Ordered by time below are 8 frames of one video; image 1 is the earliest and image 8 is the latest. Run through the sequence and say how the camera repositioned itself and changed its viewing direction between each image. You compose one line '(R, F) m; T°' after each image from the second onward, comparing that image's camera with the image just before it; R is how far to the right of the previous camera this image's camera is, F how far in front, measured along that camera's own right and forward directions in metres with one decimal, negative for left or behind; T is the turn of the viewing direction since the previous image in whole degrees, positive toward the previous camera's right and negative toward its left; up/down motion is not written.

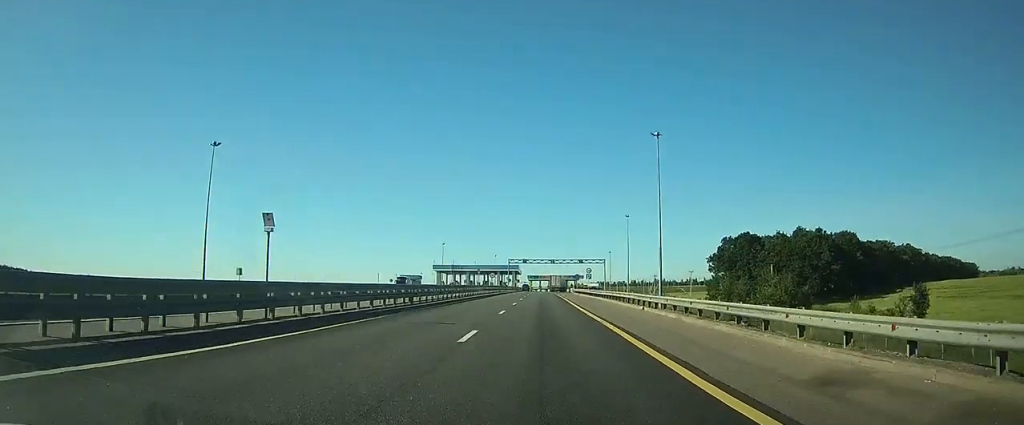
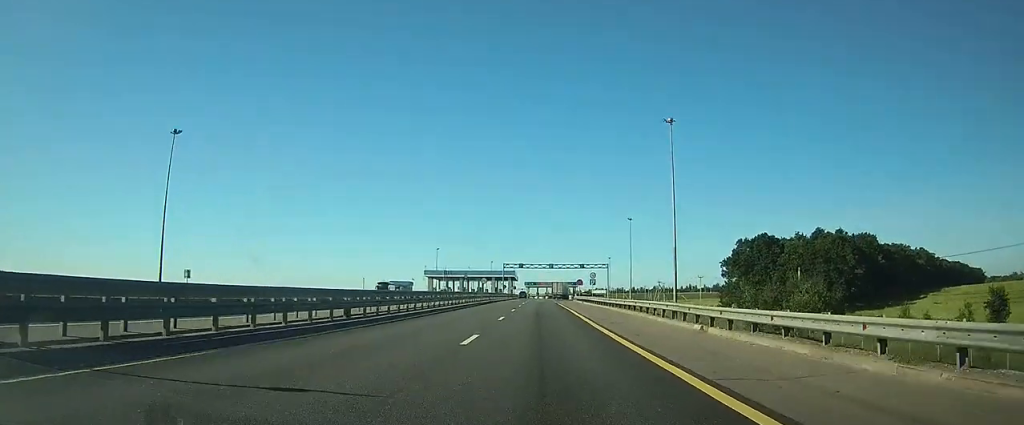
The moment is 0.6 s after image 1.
(0.0, +11.6) m; 0°
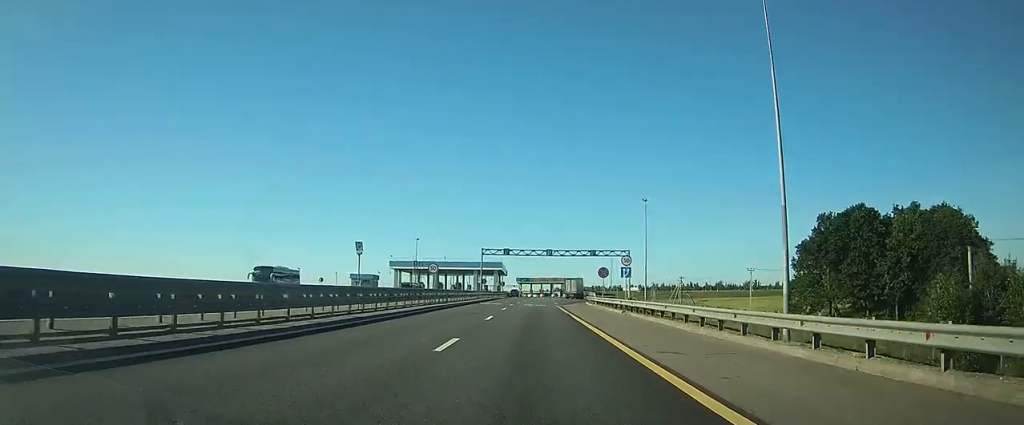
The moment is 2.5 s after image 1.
(+0.1, +38.6) m; 0°
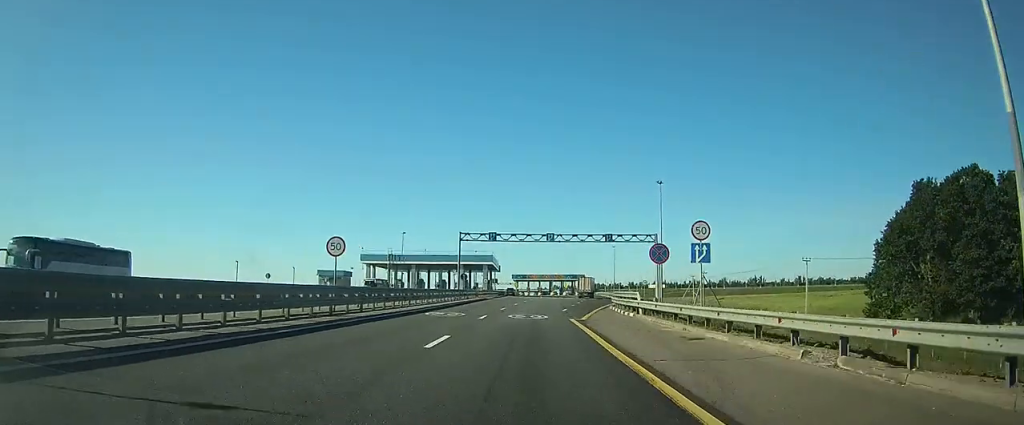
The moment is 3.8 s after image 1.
(0.0, +23.8) m; 0°
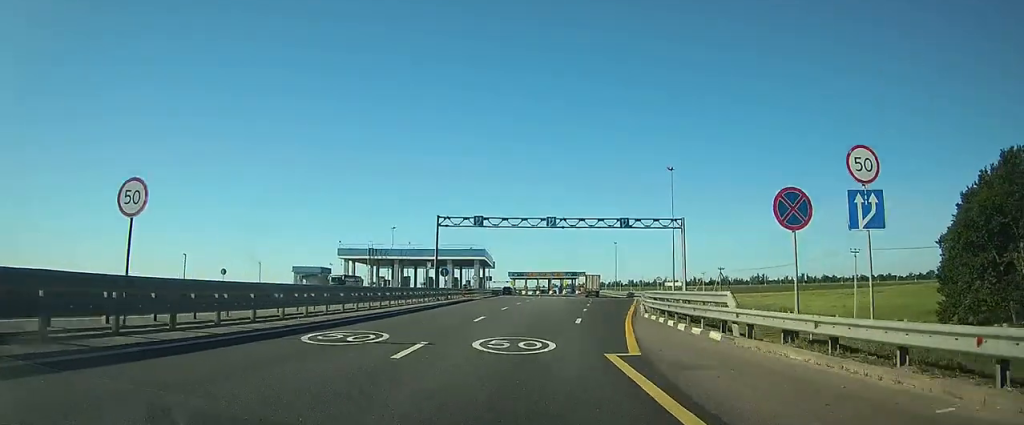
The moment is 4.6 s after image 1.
(0.0, +14.0) m; +1°
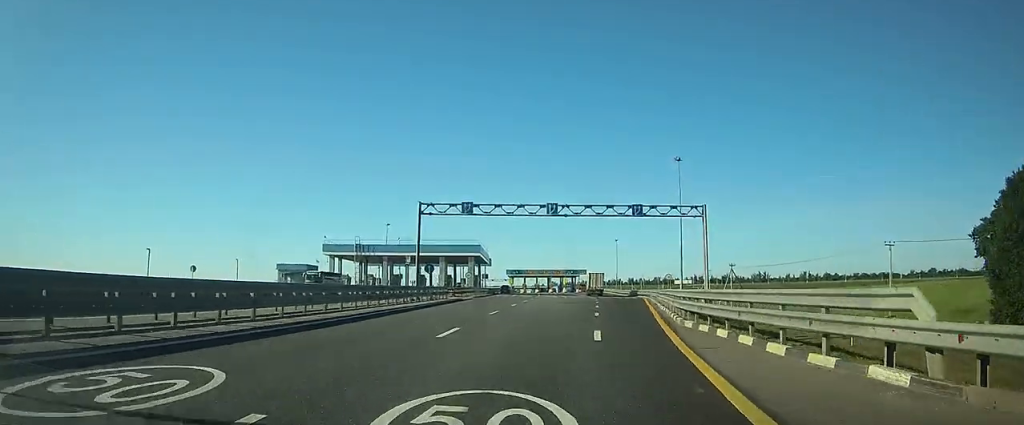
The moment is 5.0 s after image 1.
(0.0, +7.8) m; 0°
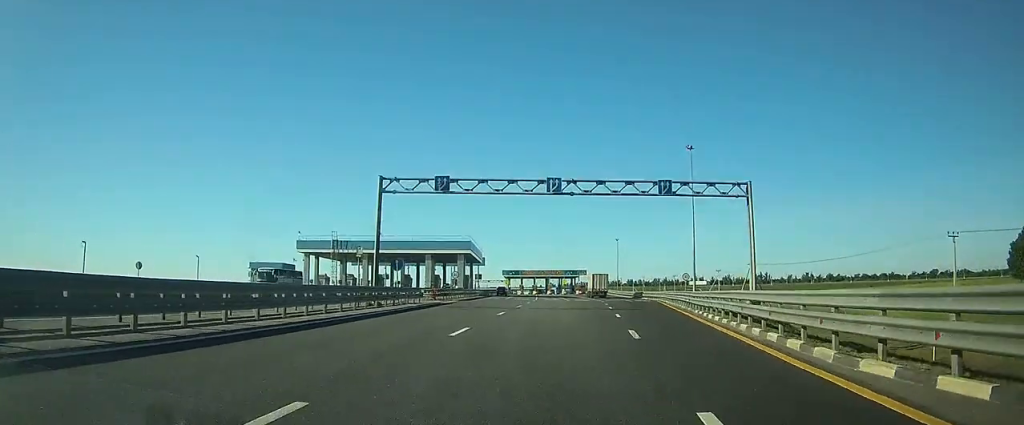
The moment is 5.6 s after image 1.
(+0.1, +11.4) m; 0°
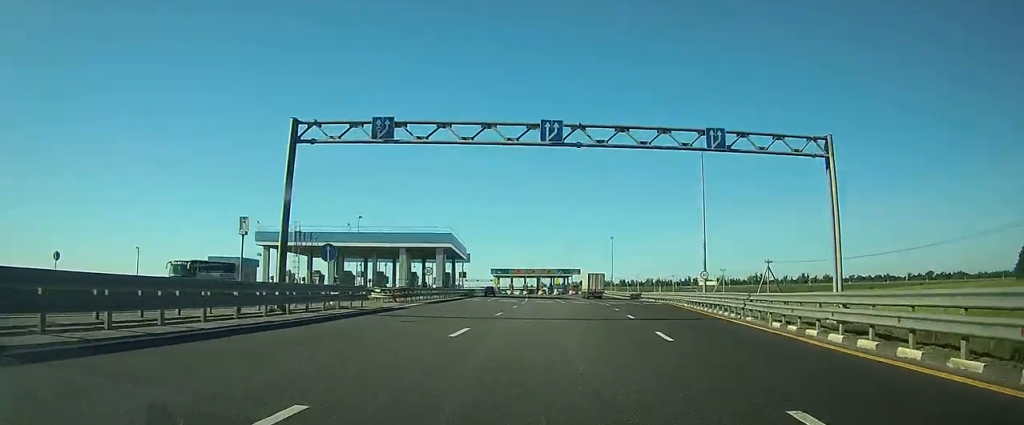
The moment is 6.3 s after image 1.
(-0.1, +12.4) m; +1°
